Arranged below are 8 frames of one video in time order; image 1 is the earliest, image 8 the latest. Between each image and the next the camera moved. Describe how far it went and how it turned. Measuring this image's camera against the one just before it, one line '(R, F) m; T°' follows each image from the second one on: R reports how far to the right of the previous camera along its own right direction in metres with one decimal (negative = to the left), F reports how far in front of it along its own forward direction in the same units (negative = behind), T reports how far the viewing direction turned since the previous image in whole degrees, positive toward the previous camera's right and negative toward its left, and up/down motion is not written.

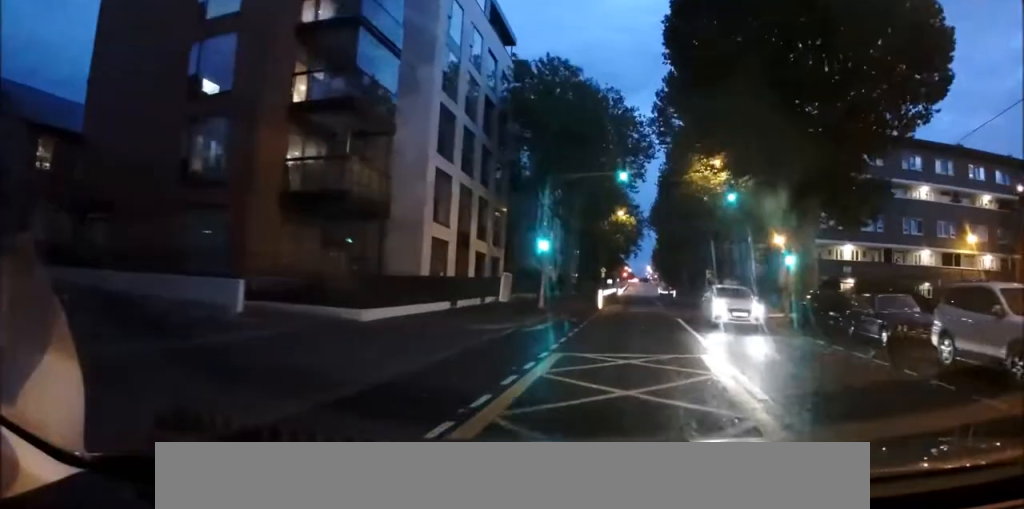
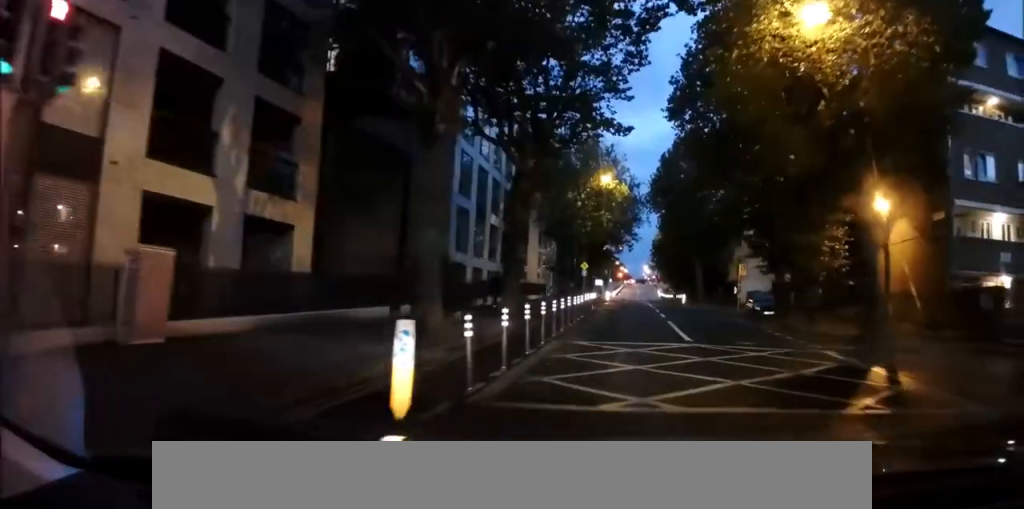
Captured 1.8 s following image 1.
(+0.1, +22.7) m; 0°
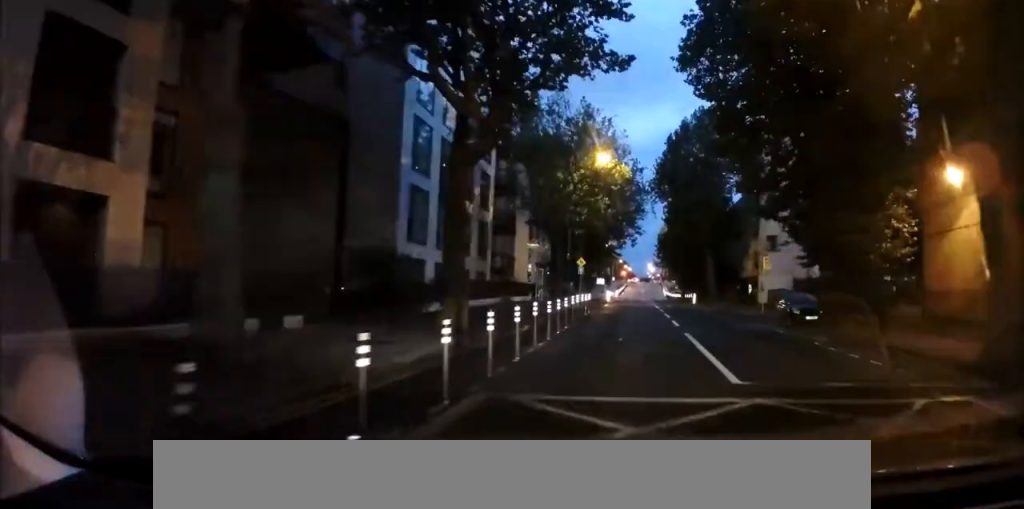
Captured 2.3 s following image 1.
(+0.1, +6.8) m; -1°
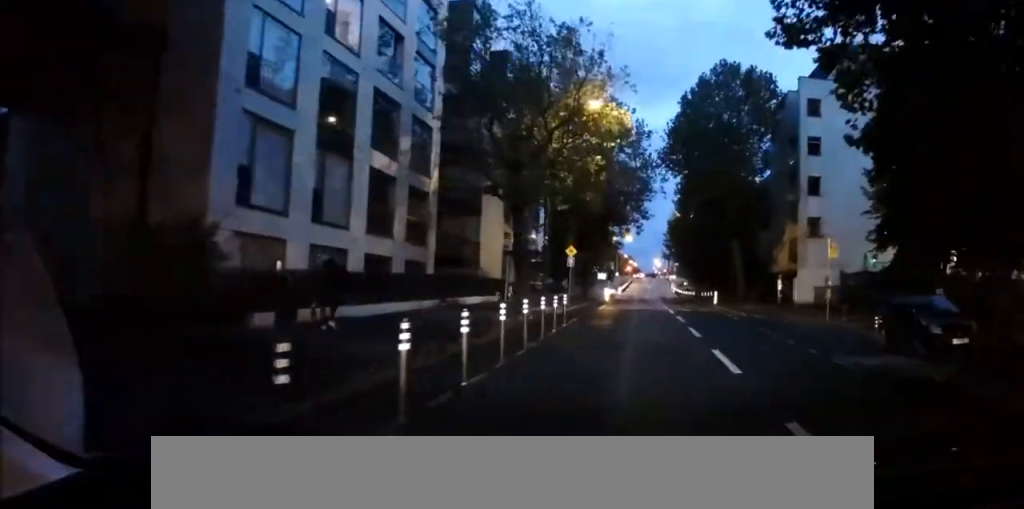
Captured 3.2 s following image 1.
(-0.2, +10.9) m; -1°
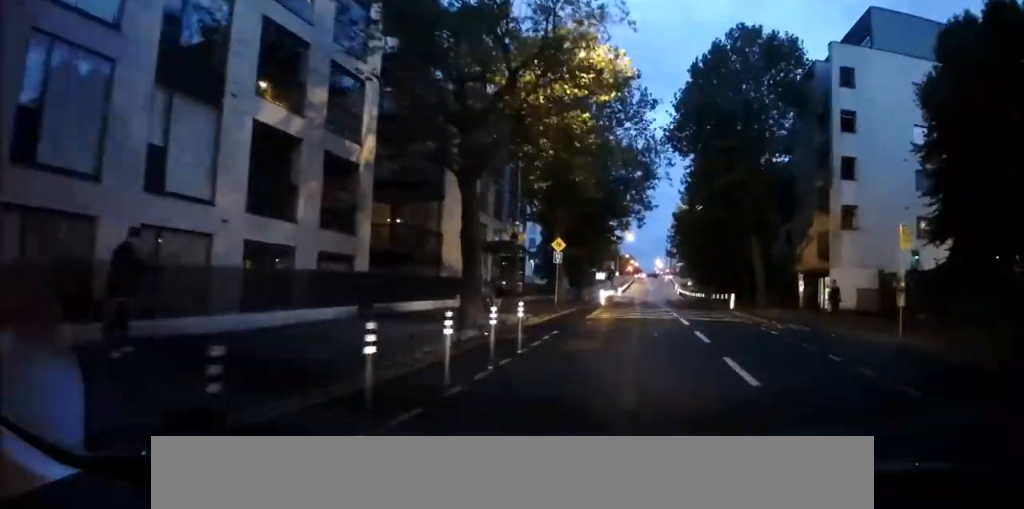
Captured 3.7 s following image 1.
(0.0, +6.6) m; 0°
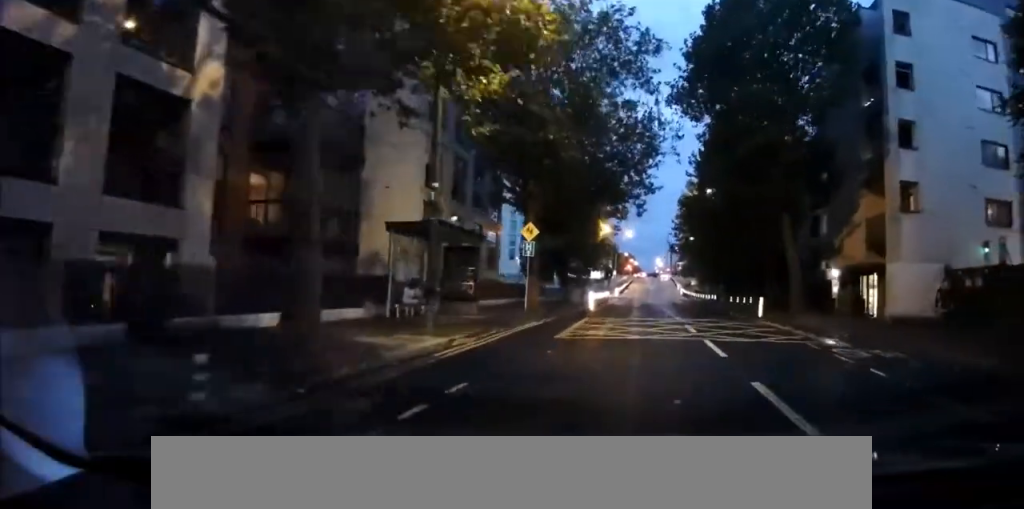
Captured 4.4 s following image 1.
(0.0, +8.2) m; 0°
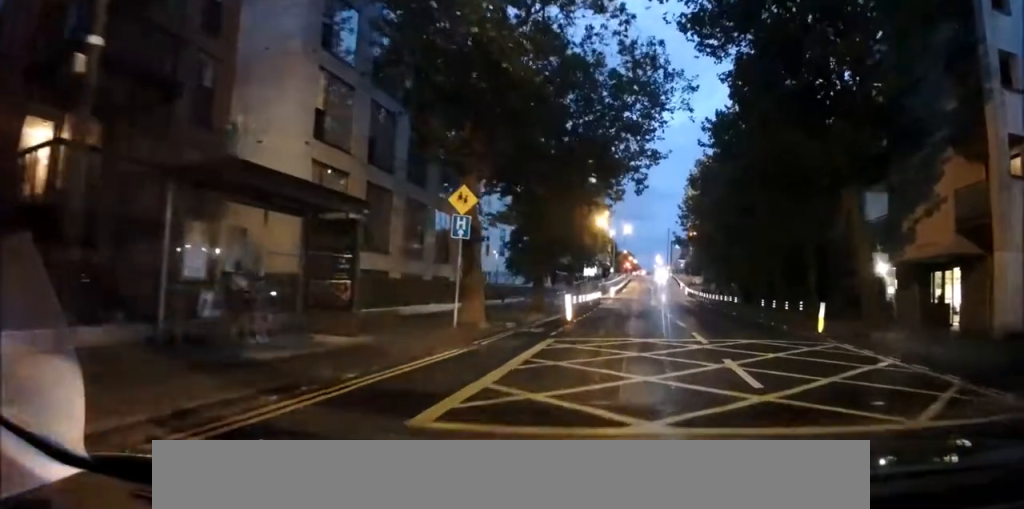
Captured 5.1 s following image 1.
(0.0, +9.1) m; 0°
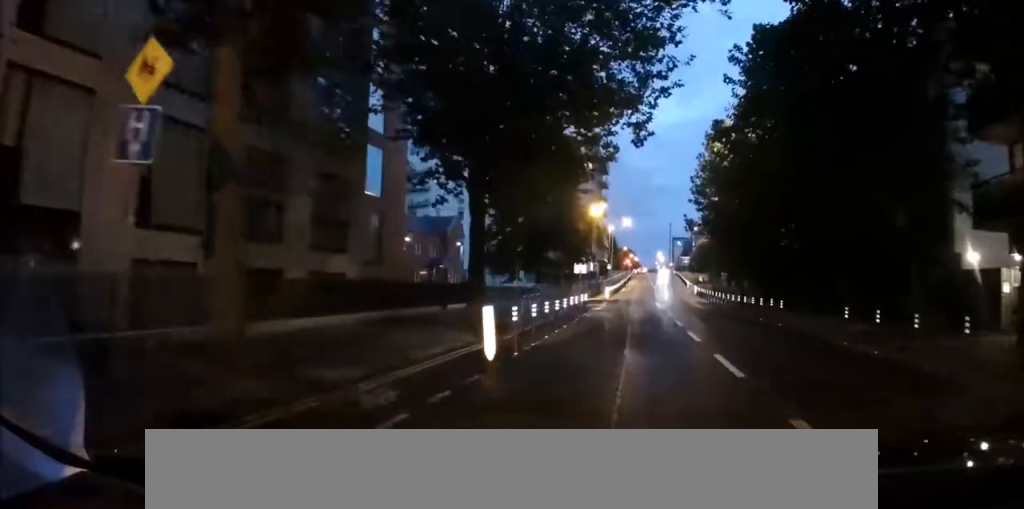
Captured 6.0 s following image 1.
(0.0, +10.7) m; +1°
